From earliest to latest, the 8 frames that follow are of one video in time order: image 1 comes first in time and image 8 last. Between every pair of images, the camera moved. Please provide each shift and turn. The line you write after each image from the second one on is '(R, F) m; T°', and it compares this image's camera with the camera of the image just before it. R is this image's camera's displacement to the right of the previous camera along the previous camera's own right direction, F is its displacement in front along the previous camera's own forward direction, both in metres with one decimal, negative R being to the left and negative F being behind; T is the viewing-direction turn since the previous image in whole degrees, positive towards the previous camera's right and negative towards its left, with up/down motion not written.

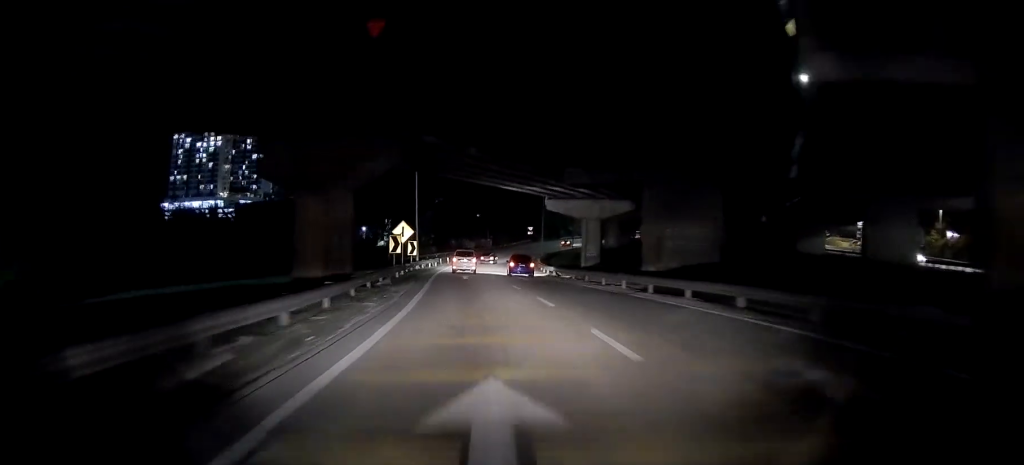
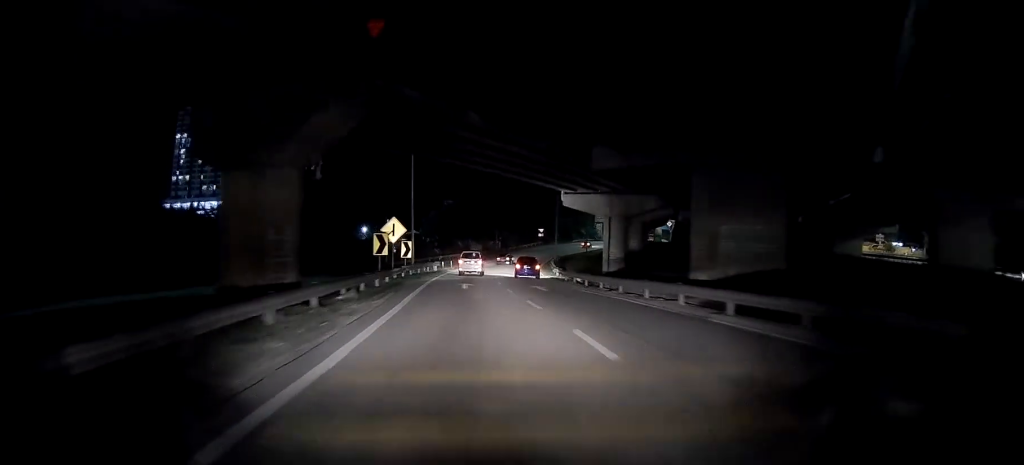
(-0.1, +7.9) m; -1°
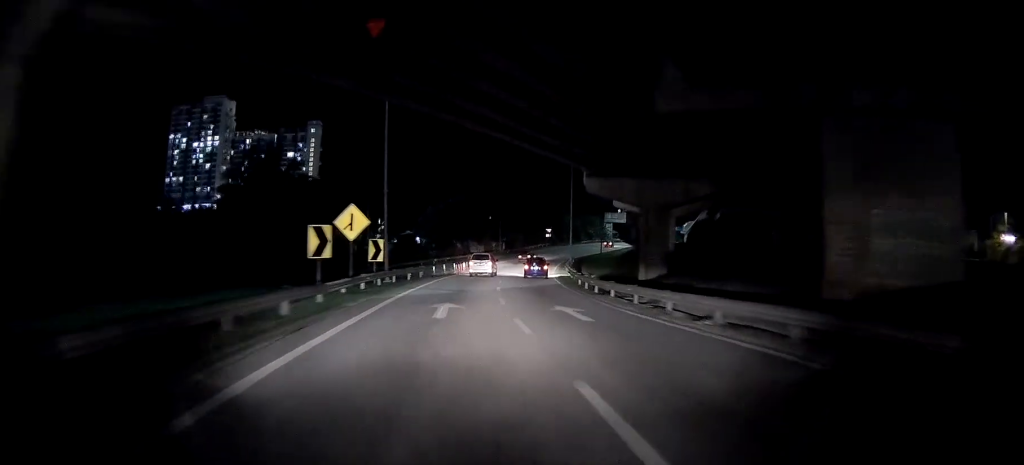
(0.0, +12.2) m; 0°
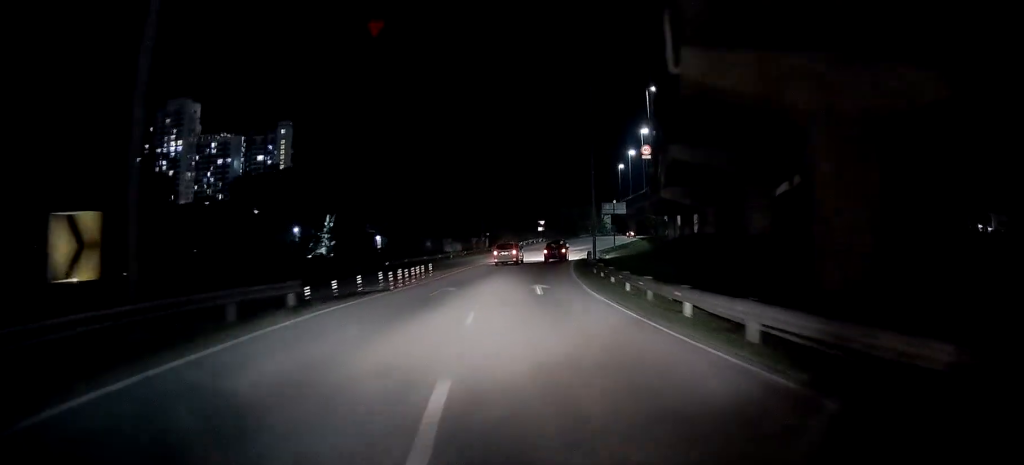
(-0.1, +24.2) m; 0°
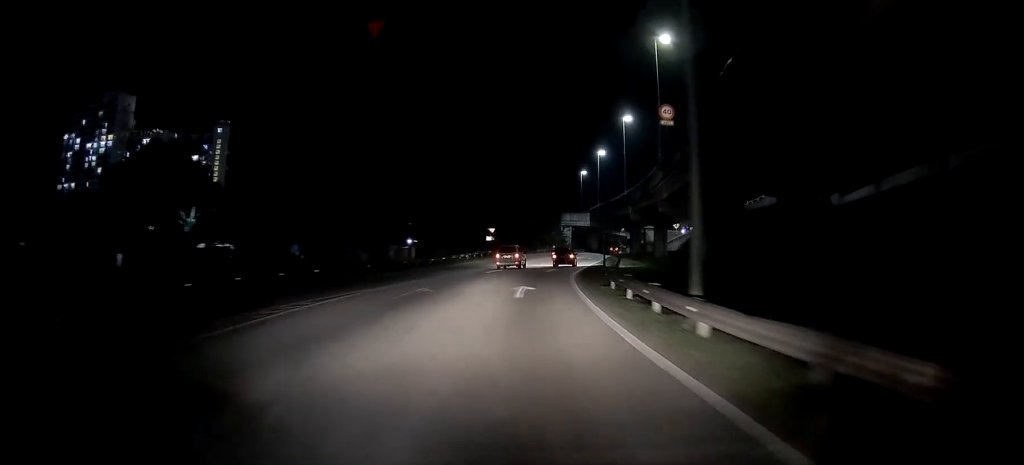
(+0.9, +27.0) m; +4°
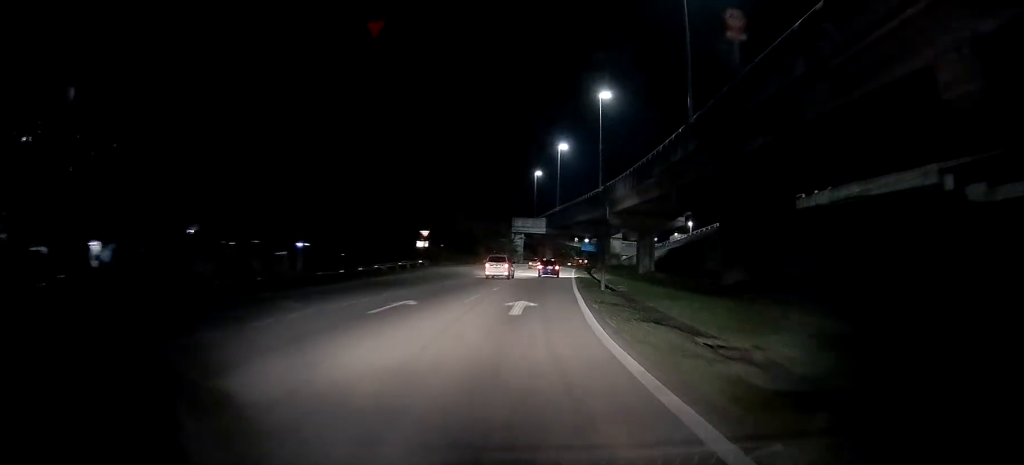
(+0.4, +21.4) m; +3°
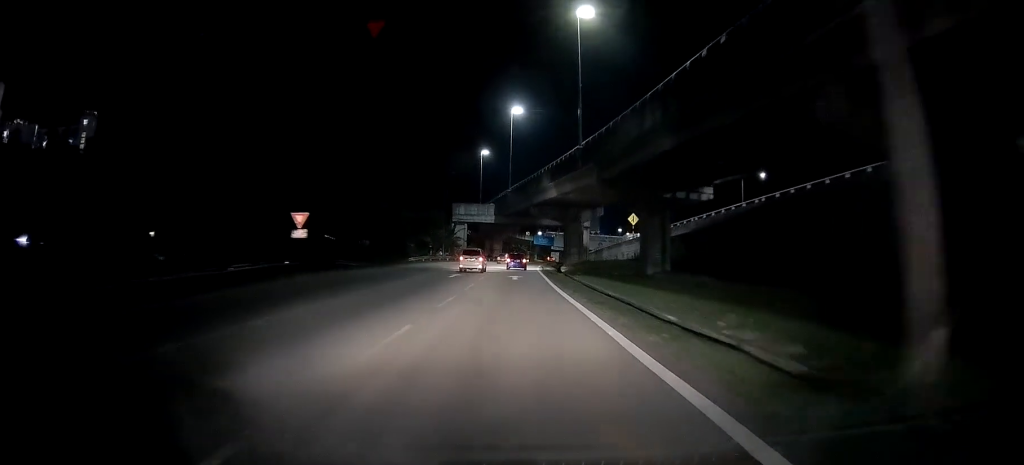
(+1.6, +25.7) m; +7°
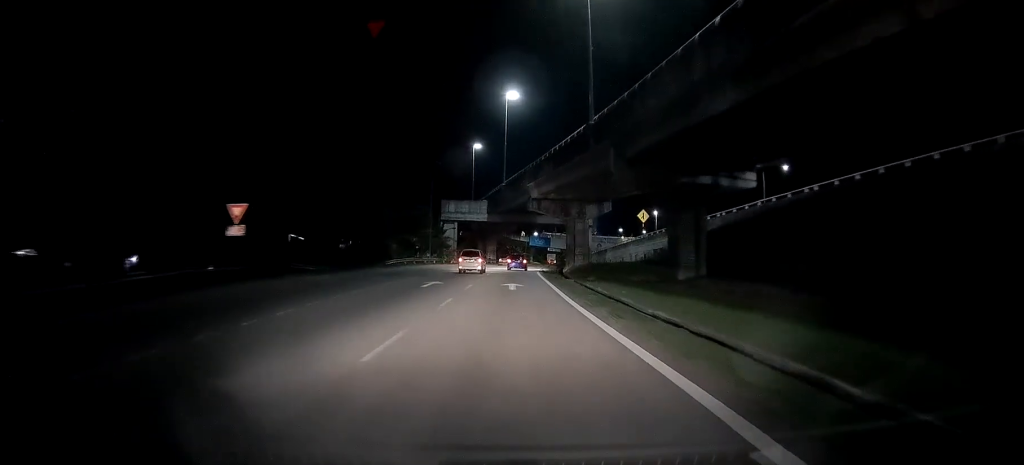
(+0.4, +9.4) m; +2°
